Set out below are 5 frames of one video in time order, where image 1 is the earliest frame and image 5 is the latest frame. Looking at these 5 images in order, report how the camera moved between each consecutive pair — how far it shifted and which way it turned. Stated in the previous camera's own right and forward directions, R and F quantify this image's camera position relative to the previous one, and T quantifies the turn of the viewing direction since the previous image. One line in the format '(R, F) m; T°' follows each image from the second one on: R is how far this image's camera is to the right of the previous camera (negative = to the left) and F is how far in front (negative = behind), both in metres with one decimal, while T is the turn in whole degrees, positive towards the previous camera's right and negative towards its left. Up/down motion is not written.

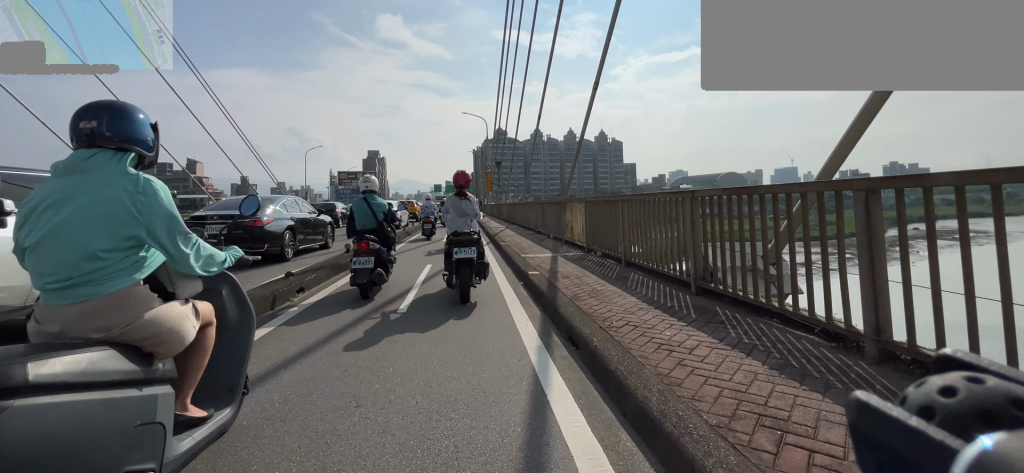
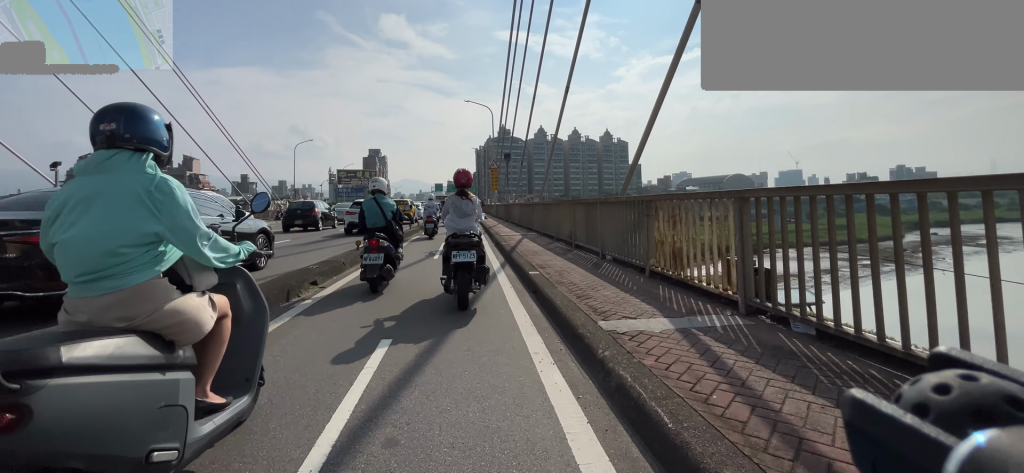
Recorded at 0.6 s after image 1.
(0.0, +4.7) m; 0°
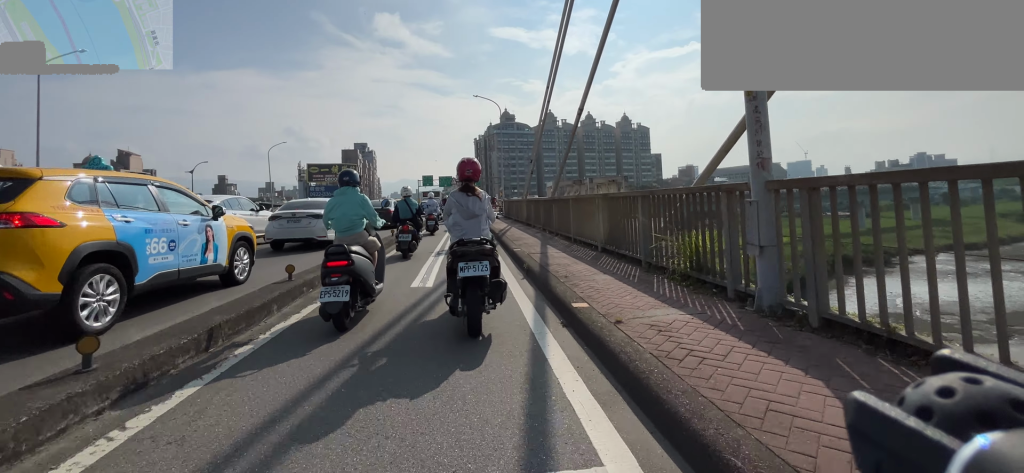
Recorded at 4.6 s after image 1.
(0.0, +32.0) m; 0°
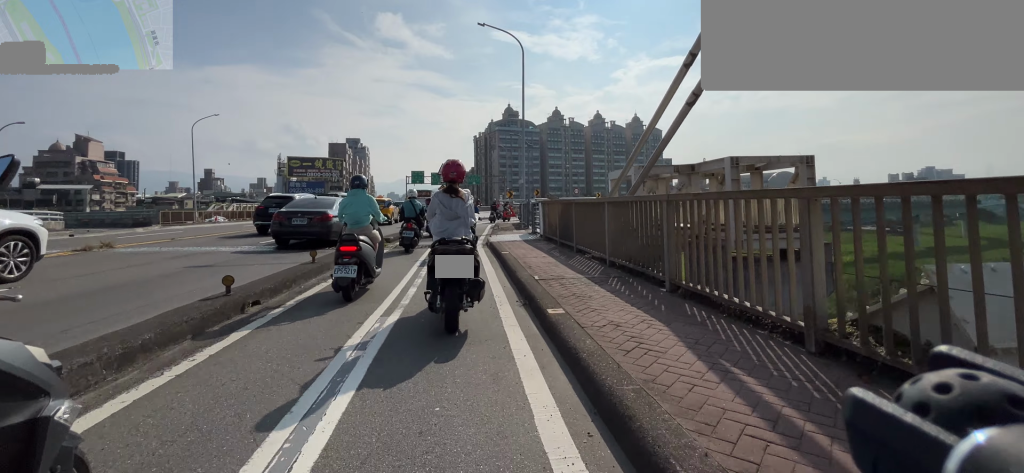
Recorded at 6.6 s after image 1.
(0.0, +14.2) m; +1°
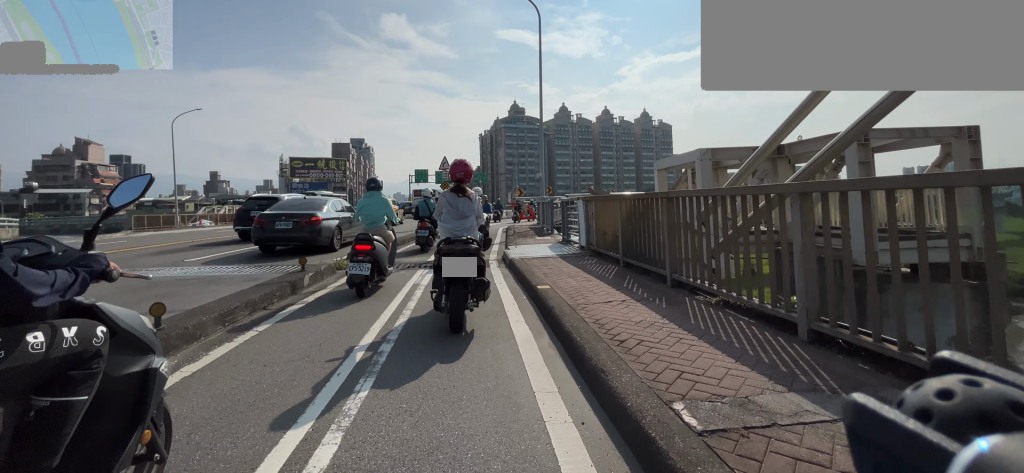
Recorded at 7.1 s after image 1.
(0.0, +3.6) m; +1°
